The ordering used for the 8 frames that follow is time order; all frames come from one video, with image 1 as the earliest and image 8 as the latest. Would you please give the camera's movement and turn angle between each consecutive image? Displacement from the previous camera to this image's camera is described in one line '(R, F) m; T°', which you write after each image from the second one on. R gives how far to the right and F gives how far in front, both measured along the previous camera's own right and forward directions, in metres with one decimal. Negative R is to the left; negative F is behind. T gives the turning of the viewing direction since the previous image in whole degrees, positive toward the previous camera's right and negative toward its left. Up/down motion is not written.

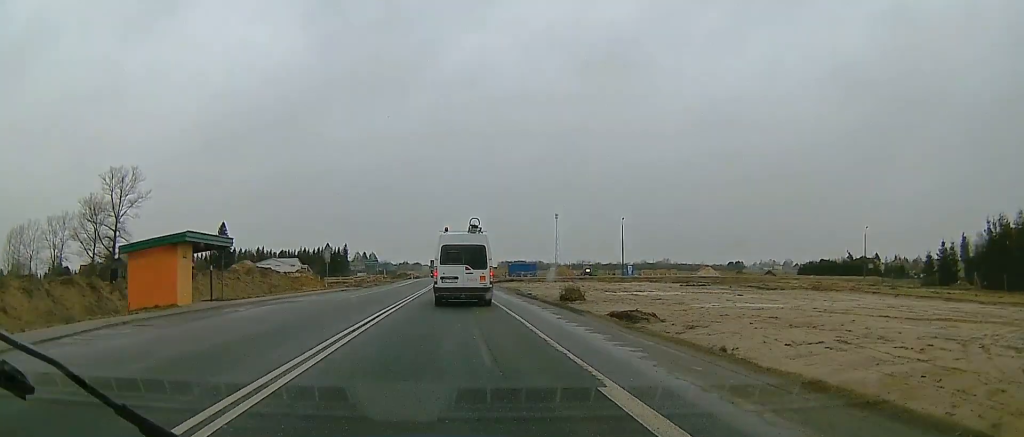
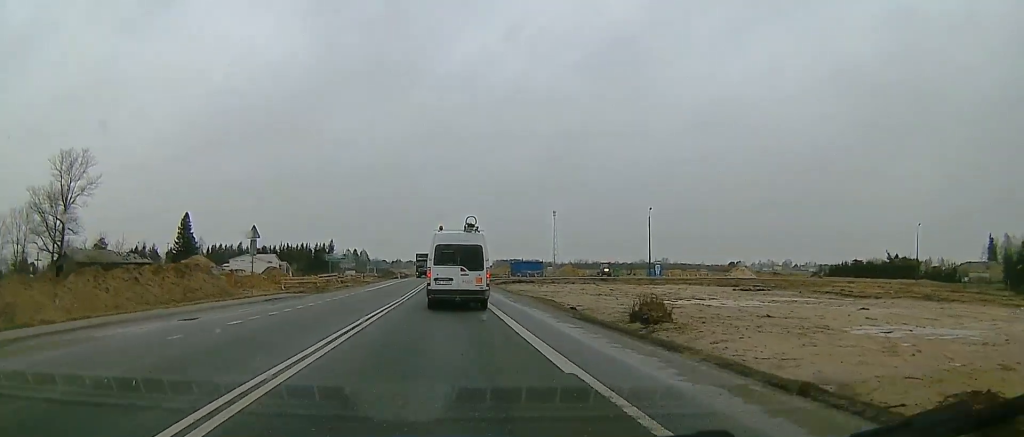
(-0.1, +17.5) m; -1°
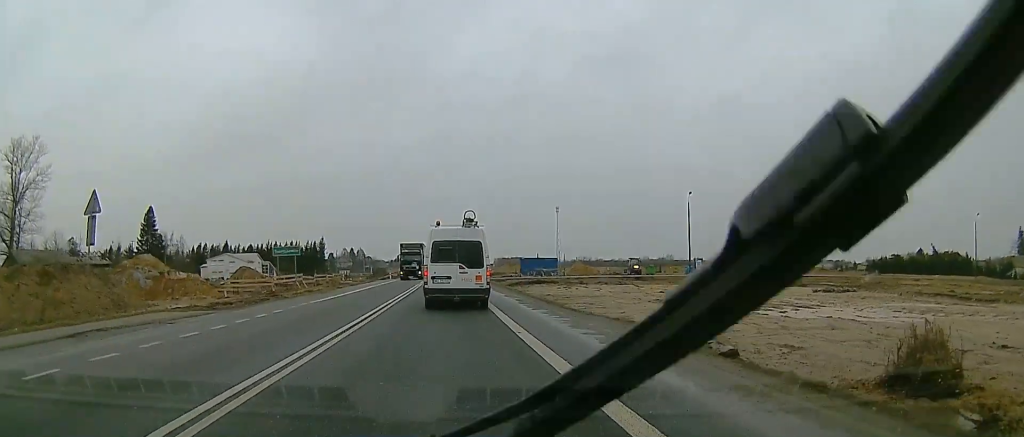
(-0.2, +18.0) m; -1°
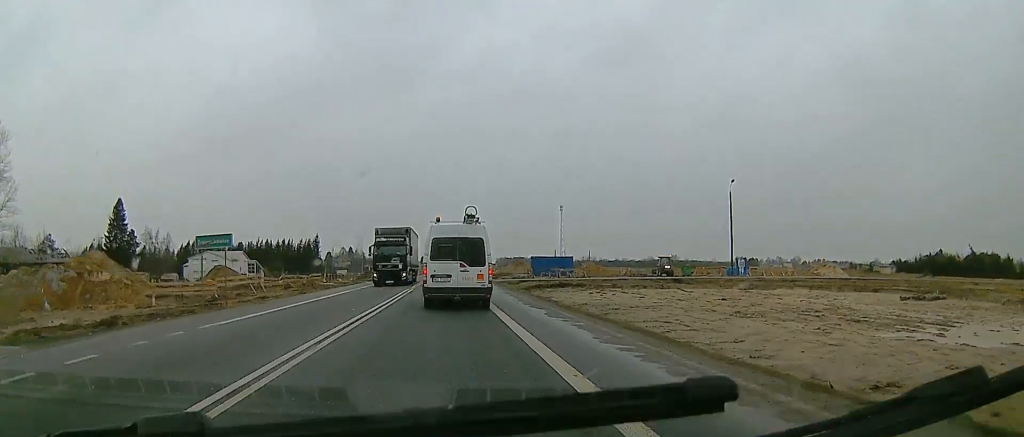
(0.0, +14.8) m; 0°
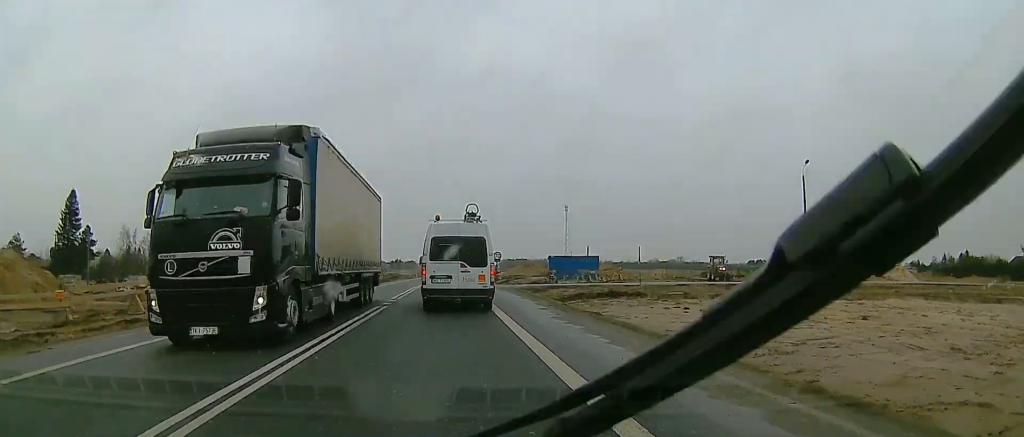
(0.0, +19.2) m; 0°
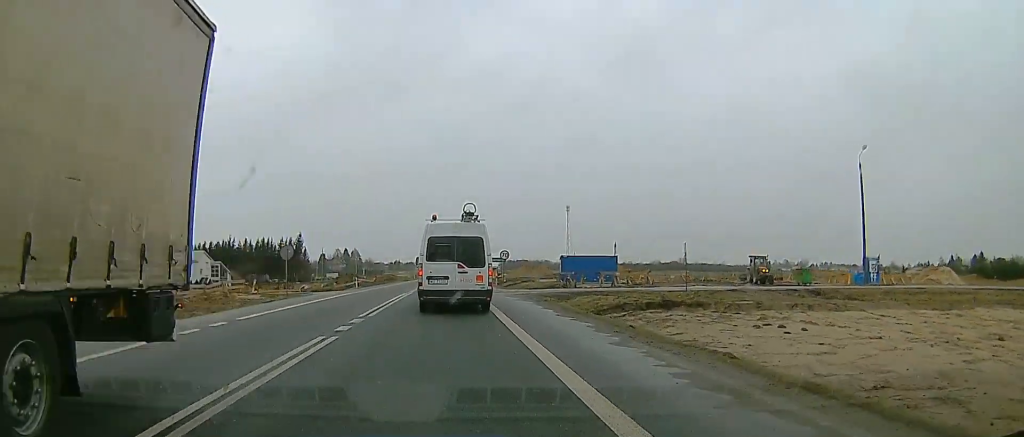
(0.0, +10.5) m; 0°
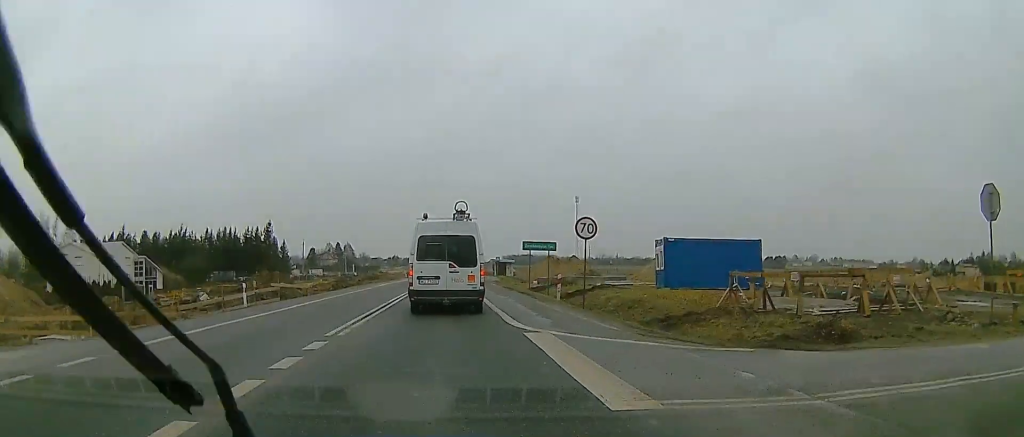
(+0.6, +35.8) m; +1°
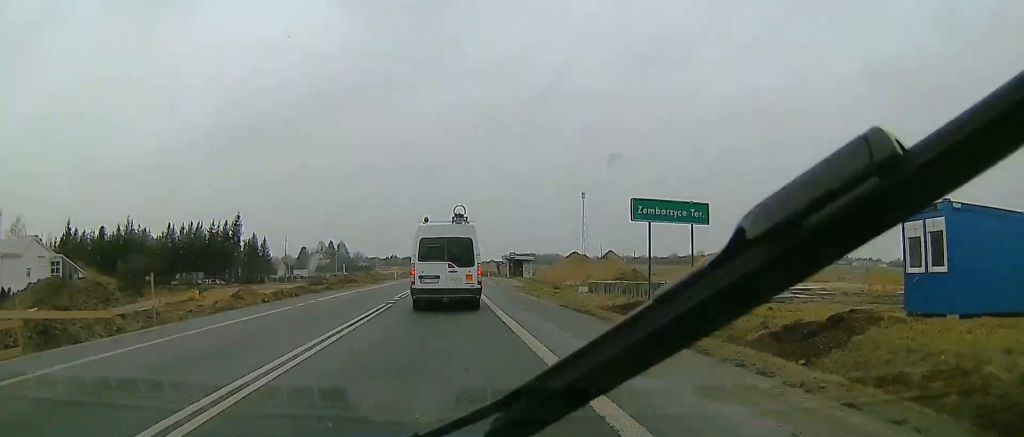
(-0.3, +22.1) m; -2°
